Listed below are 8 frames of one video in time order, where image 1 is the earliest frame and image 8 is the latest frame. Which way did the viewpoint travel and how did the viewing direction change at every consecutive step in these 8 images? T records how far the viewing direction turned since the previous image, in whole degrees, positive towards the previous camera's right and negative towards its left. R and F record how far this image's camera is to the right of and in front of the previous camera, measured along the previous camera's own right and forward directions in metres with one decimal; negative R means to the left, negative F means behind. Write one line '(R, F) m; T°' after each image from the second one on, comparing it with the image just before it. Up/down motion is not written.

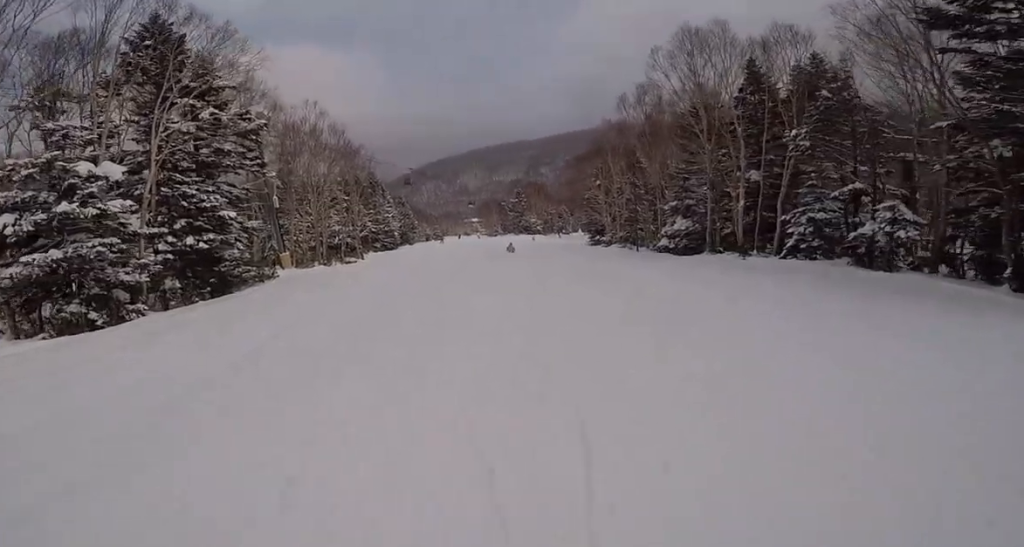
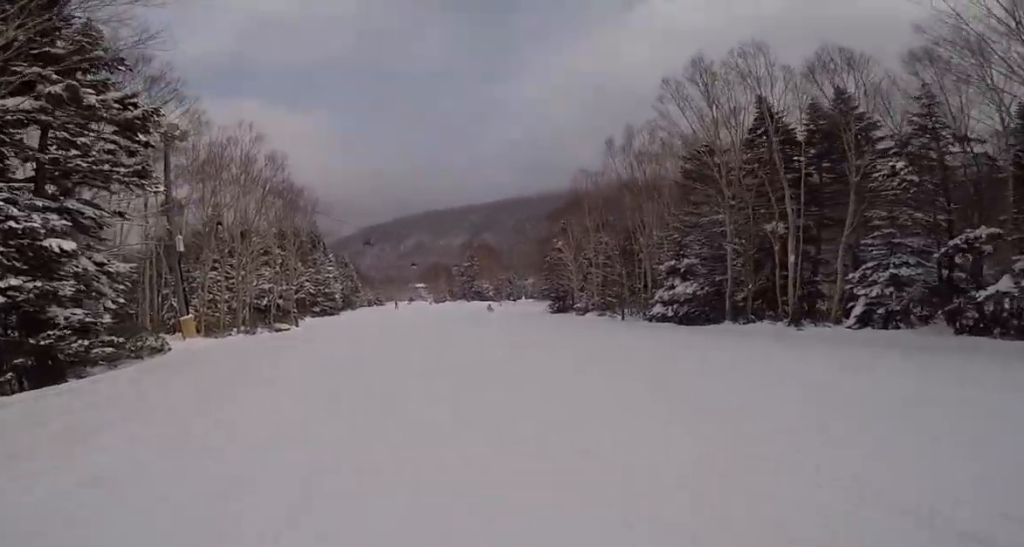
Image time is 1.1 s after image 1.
(-0.2, +7.4) m; +7°
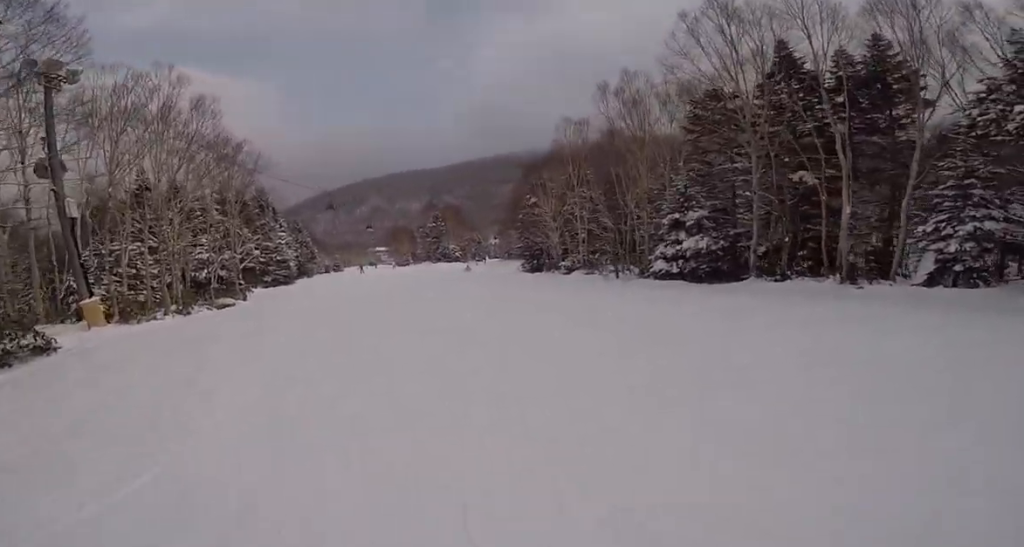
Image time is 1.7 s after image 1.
(+0.3, +4.3) m; +2°
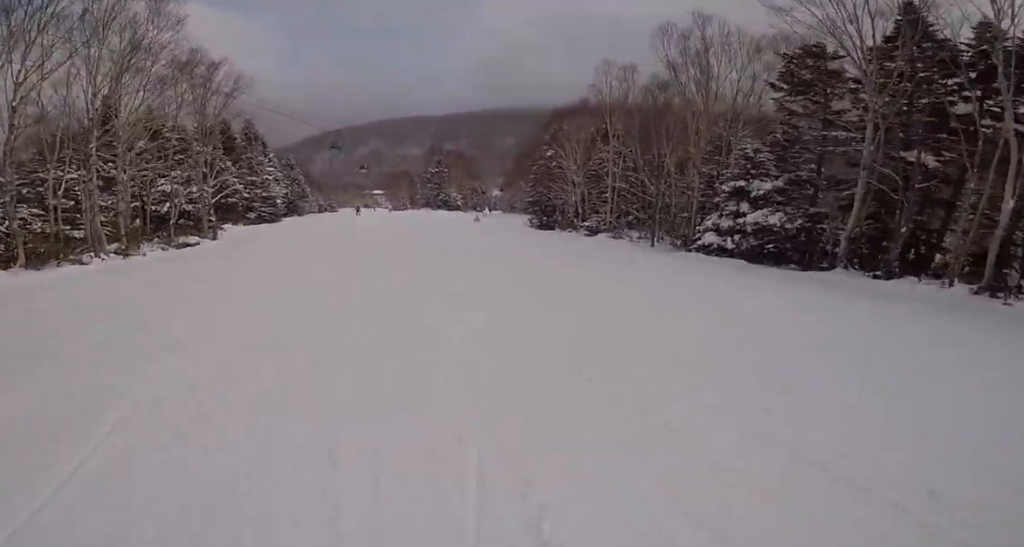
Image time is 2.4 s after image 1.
(+1.1, +4.4) m; -3°
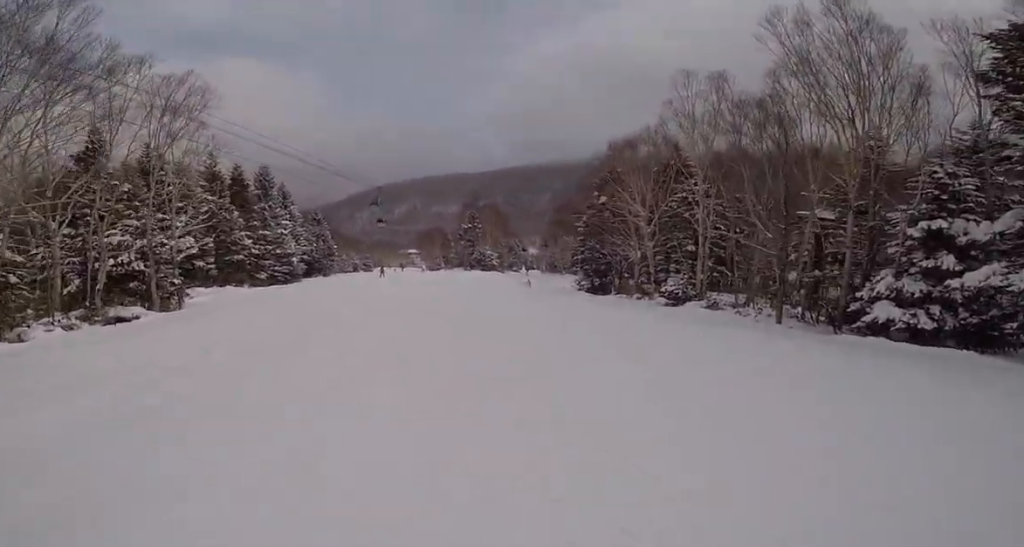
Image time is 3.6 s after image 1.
(-2.0, +6.9) m; -8°
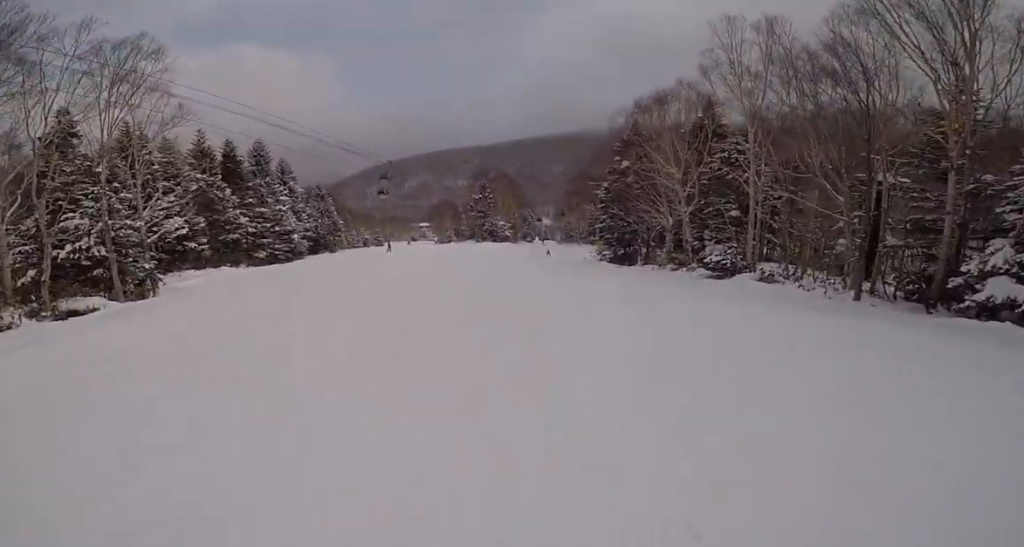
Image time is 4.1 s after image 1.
(+0.3, +2.8) m; +5°
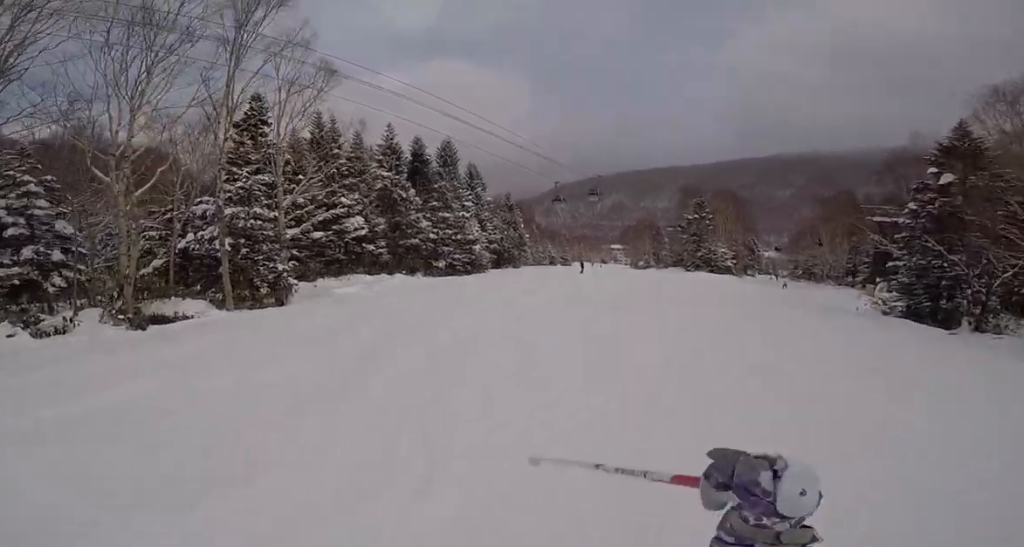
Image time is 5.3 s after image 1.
(+0.3, +6.7) m; +3°
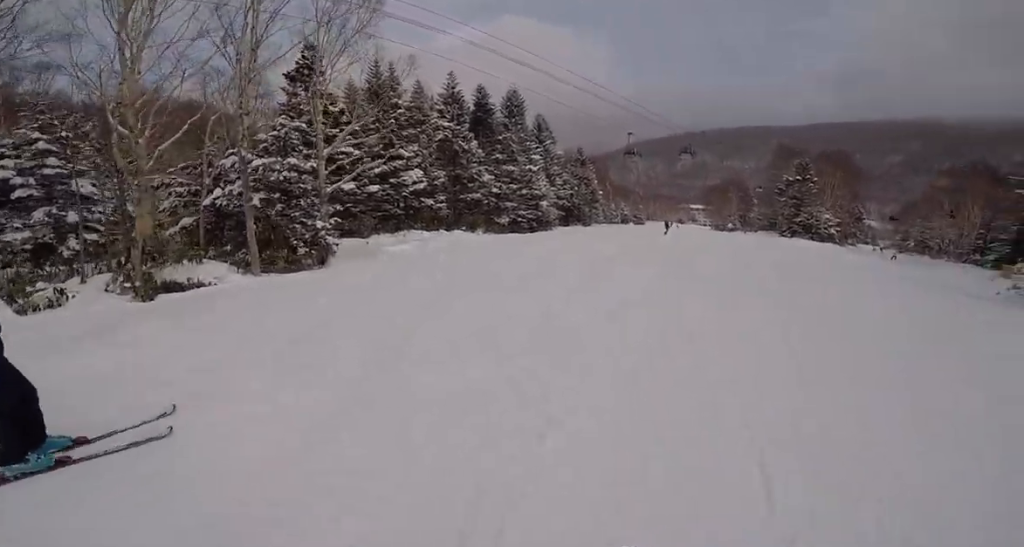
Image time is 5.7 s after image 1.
(0.0, +2.6) m; 0°
